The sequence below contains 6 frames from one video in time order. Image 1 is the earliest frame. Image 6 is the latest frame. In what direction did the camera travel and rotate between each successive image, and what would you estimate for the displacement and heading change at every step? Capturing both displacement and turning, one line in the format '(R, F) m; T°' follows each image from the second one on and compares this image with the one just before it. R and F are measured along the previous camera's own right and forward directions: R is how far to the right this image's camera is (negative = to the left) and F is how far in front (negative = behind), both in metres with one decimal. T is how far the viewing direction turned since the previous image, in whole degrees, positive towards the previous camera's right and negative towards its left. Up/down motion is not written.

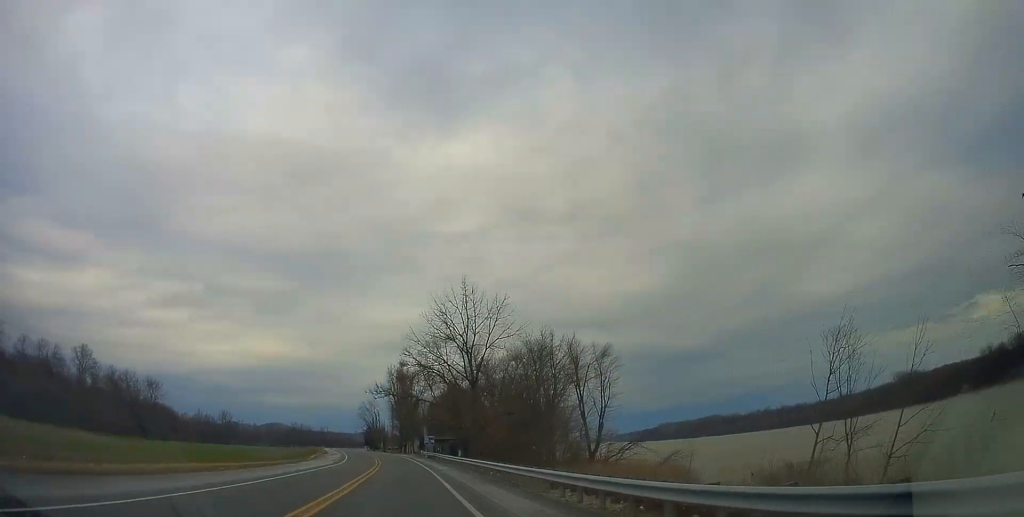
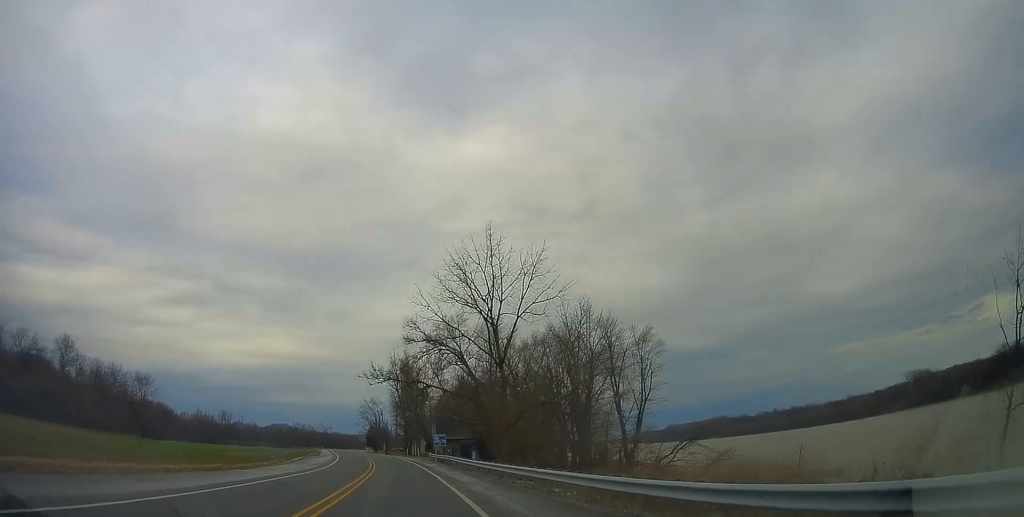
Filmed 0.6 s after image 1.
(-0.4, +15.1) m; -1°
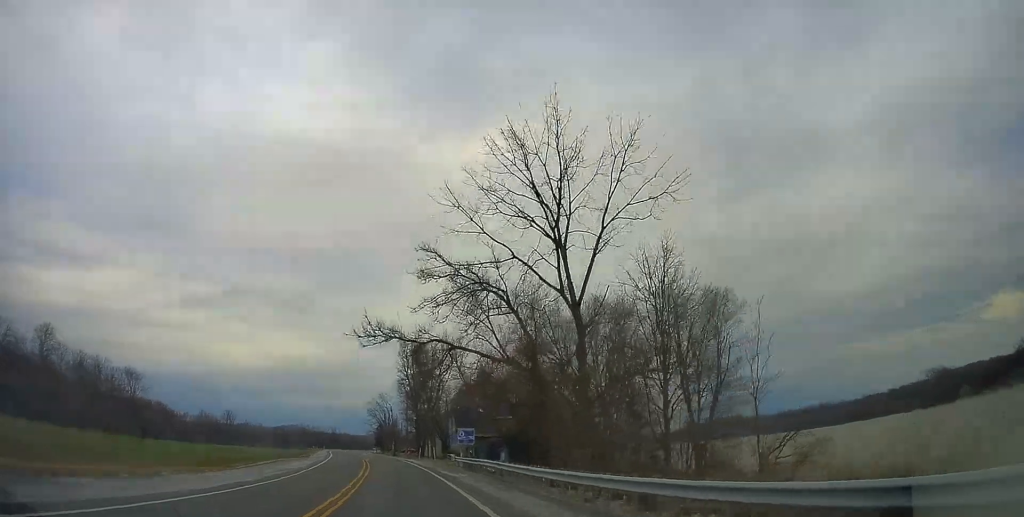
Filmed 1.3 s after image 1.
(-0.2, +18.7) m; -1°
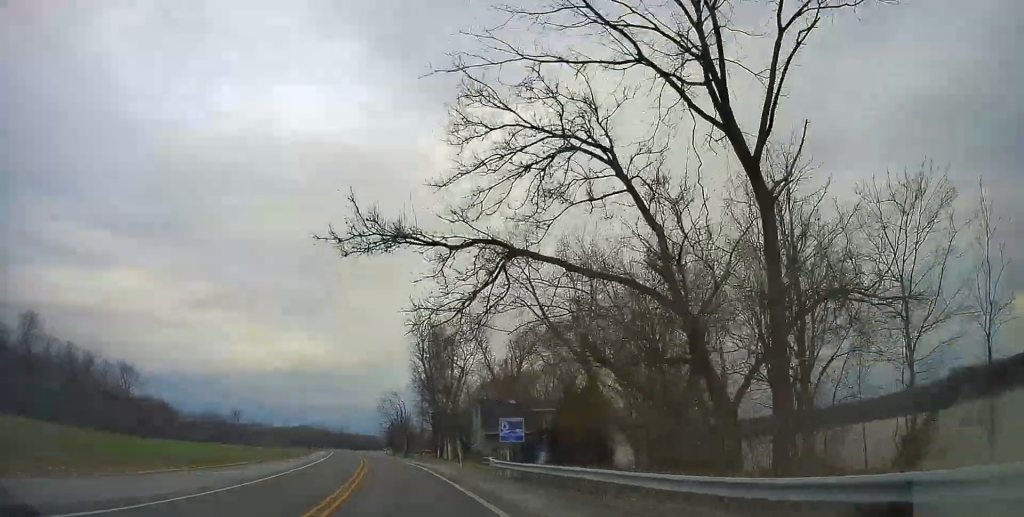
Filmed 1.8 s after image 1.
(+0.3, +15.1) m; -1°
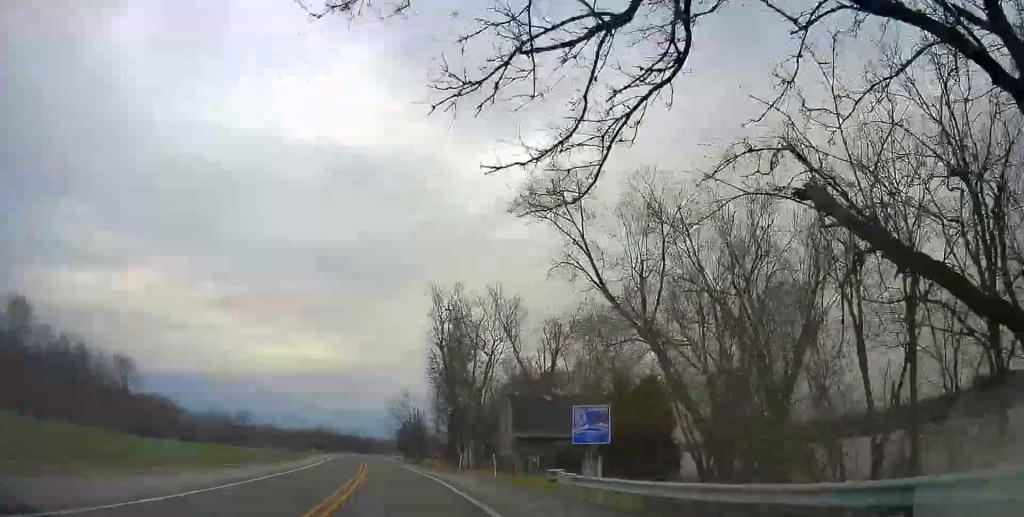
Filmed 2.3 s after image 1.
(0.0, +11.6) m; -1°
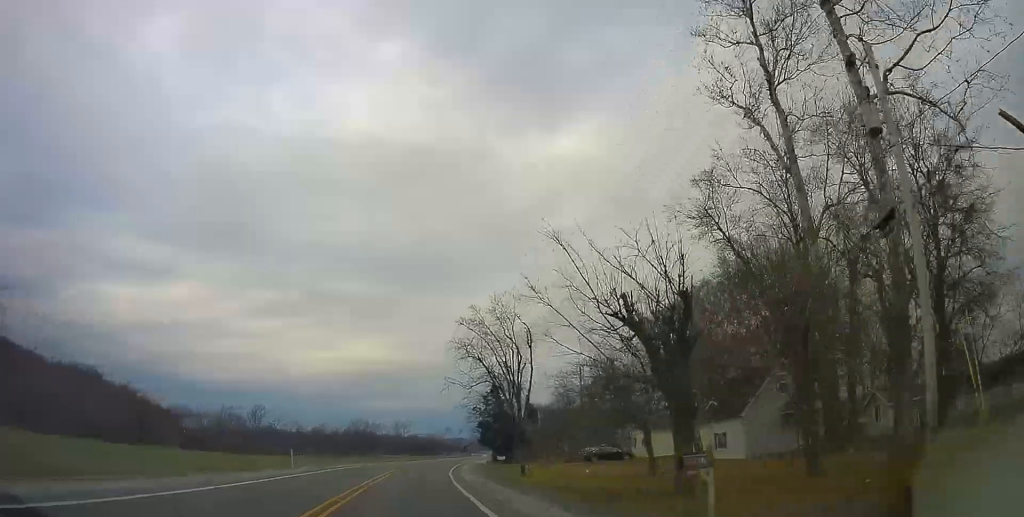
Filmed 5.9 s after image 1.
(-6.3, +96.7) m; -5°
